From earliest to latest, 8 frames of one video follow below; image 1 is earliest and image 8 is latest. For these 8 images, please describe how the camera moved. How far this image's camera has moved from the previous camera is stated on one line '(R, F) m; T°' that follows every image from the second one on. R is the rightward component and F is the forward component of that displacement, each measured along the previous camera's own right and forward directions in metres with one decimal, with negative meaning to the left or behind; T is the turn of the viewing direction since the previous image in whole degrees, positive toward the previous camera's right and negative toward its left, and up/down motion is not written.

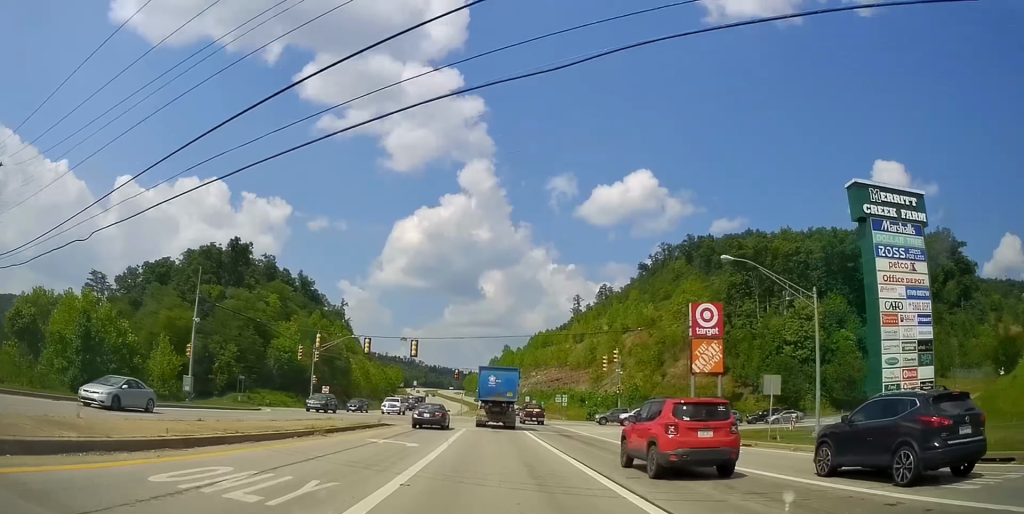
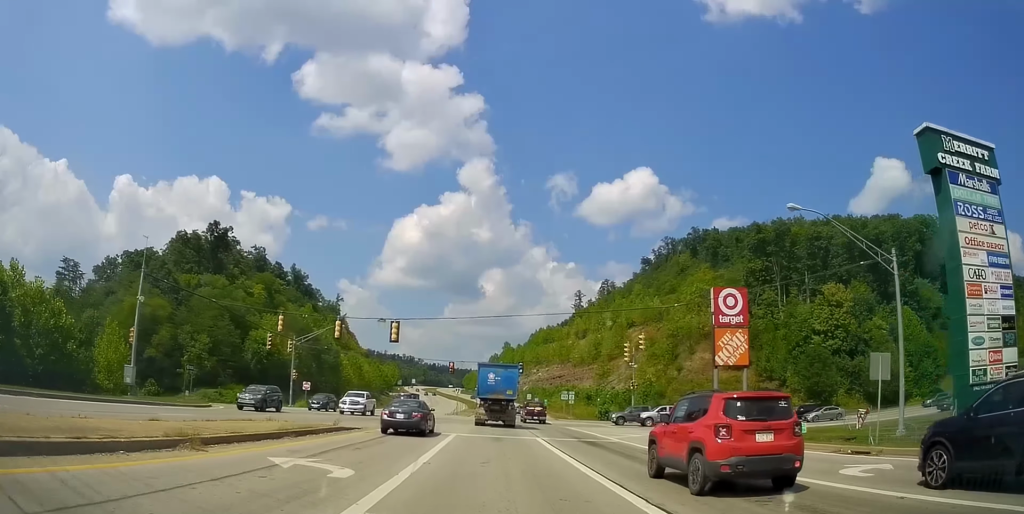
(+0.1, +9.1) m; +1°
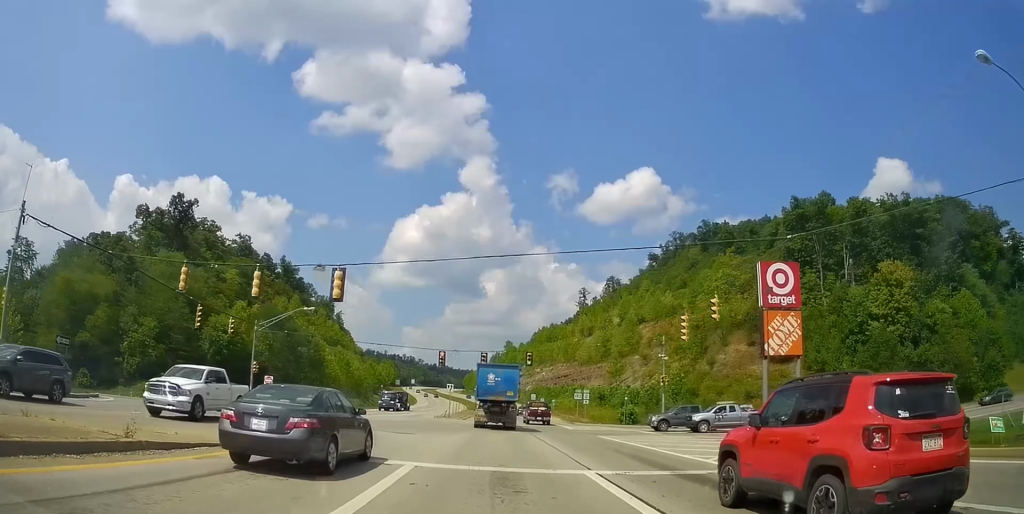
(+0.1, +14.1) m; +1°
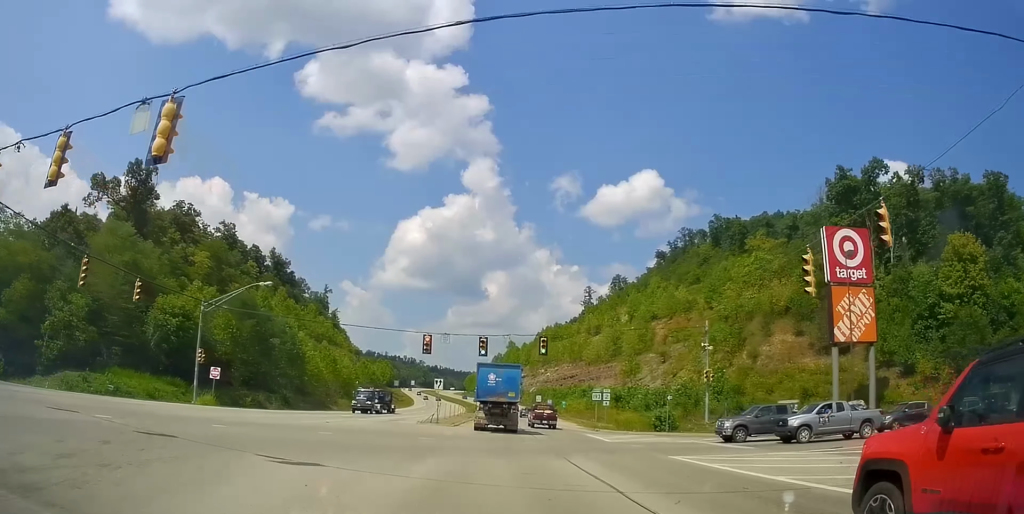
(+0.4, +13.7) m; -2°
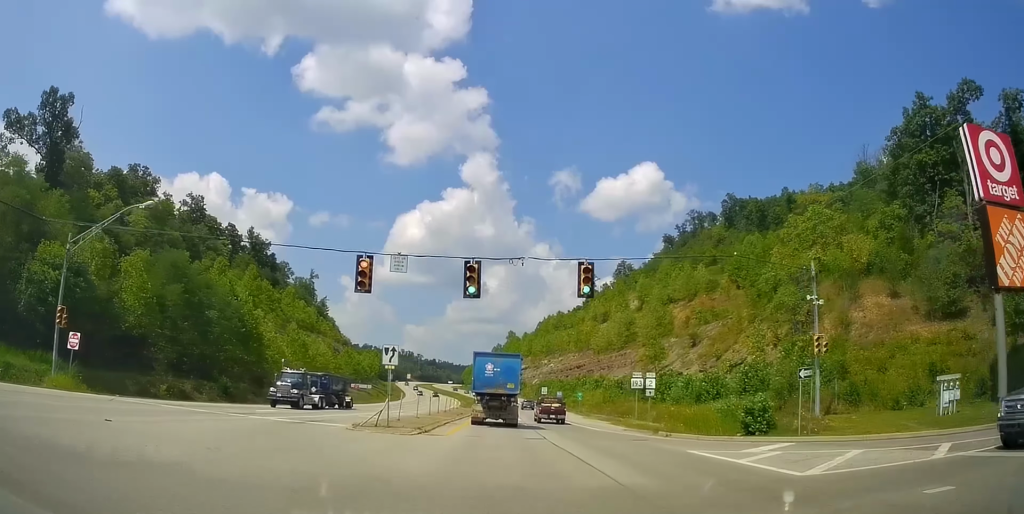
(-1.0, +20.1) m; -1°
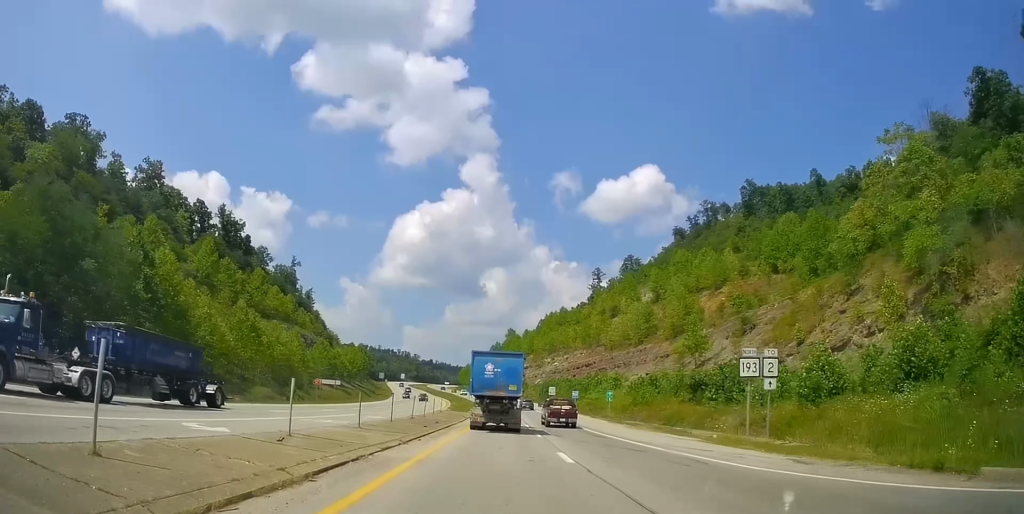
(+0.4, +22.8) m; +2°
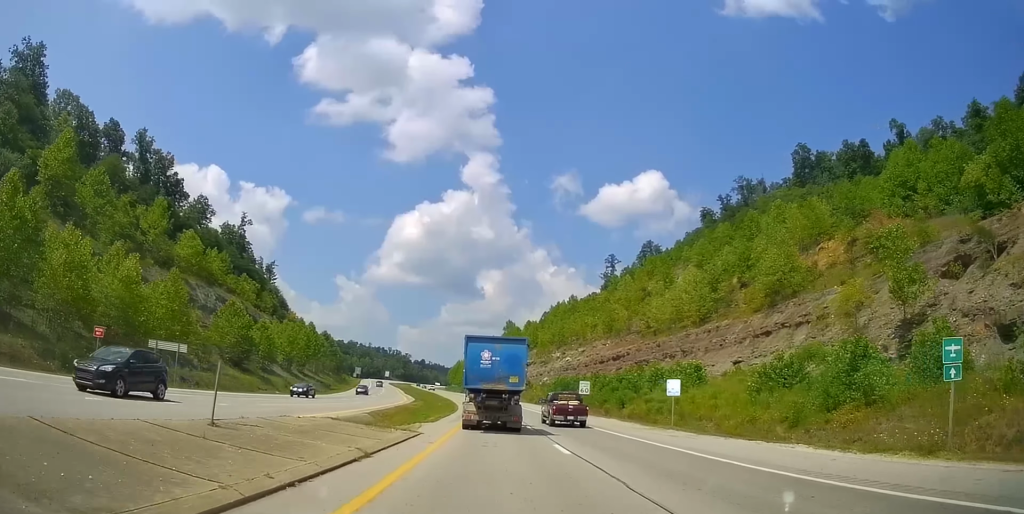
(+0.5, +47.7) m; -1°
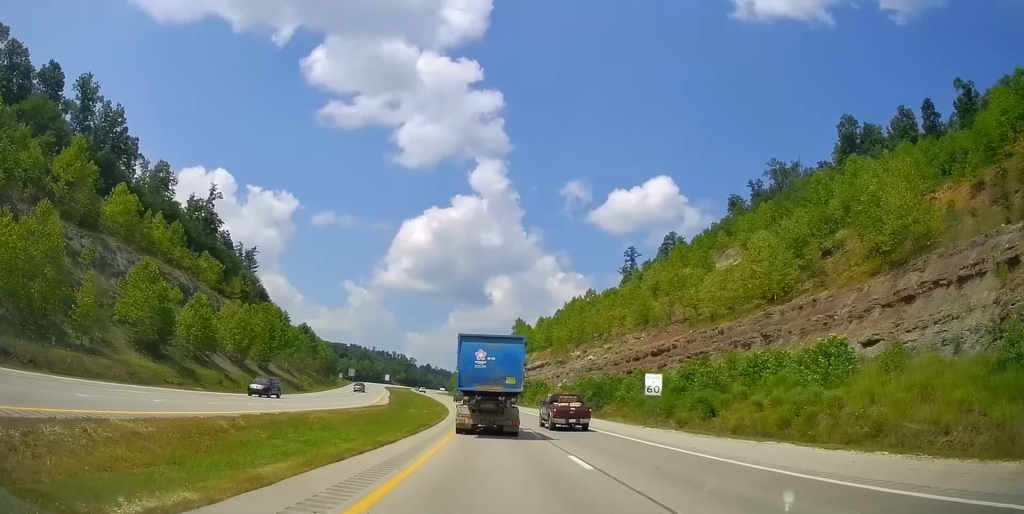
(-0.4, +28.2) m; 0°
